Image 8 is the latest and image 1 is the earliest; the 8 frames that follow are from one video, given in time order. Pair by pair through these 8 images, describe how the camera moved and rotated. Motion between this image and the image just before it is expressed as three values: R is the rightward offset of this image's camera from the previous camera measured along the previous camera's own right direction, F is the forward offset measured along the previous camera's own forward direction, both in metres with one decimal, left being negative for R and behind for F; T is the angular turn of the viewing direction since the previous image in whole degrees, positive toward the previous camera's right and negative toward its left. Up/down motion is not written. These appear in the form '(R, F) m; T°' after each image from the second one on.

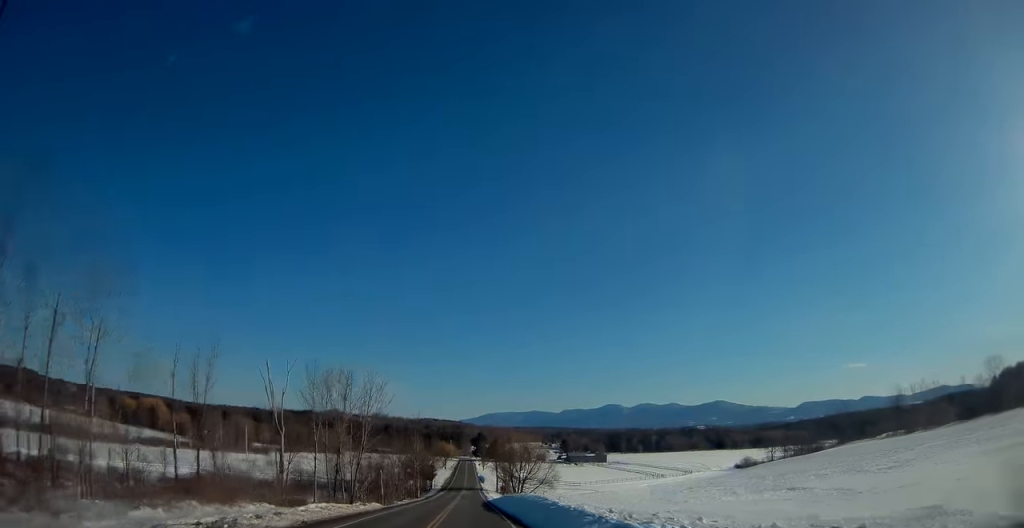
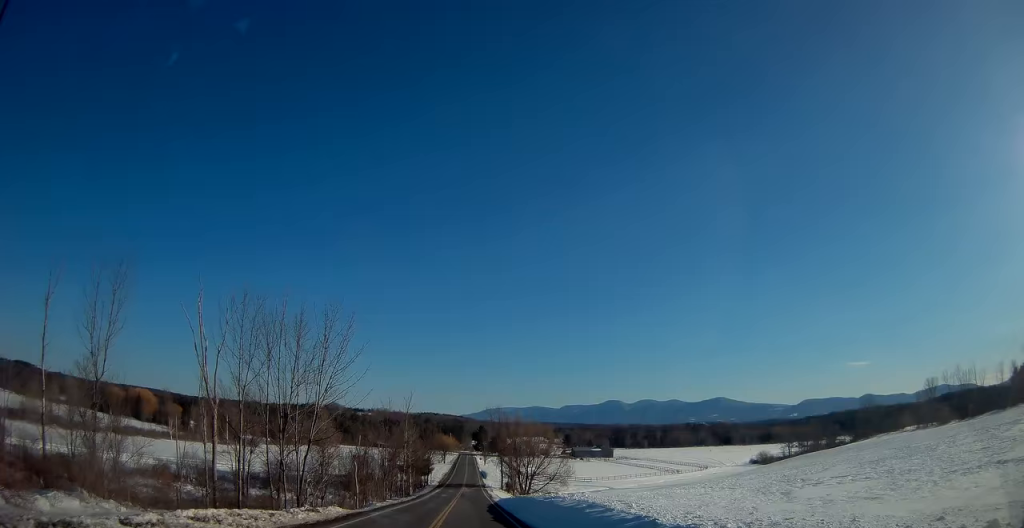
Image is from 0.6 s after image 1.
(-0.1, +14.5) m; 0°
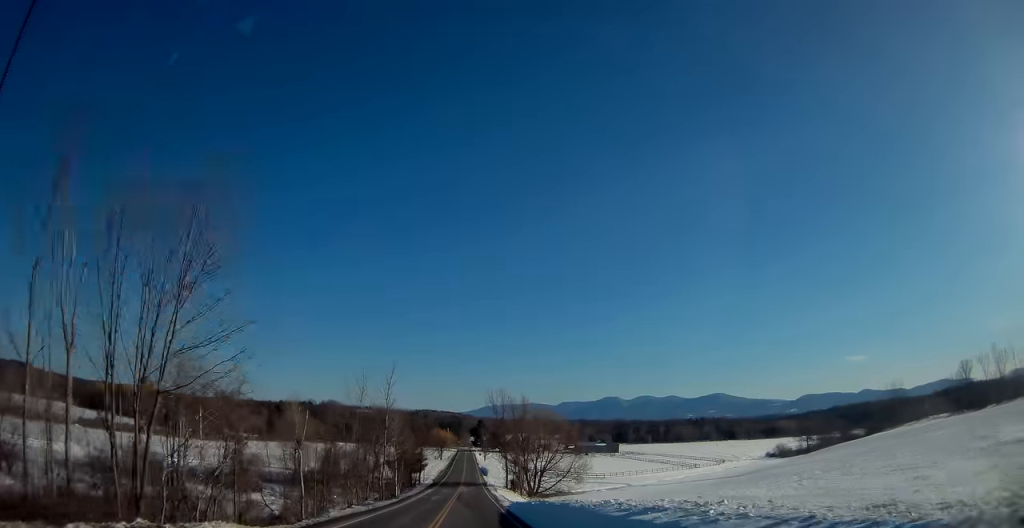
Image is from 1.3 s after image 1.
(0.0, +15.3) m; 0°
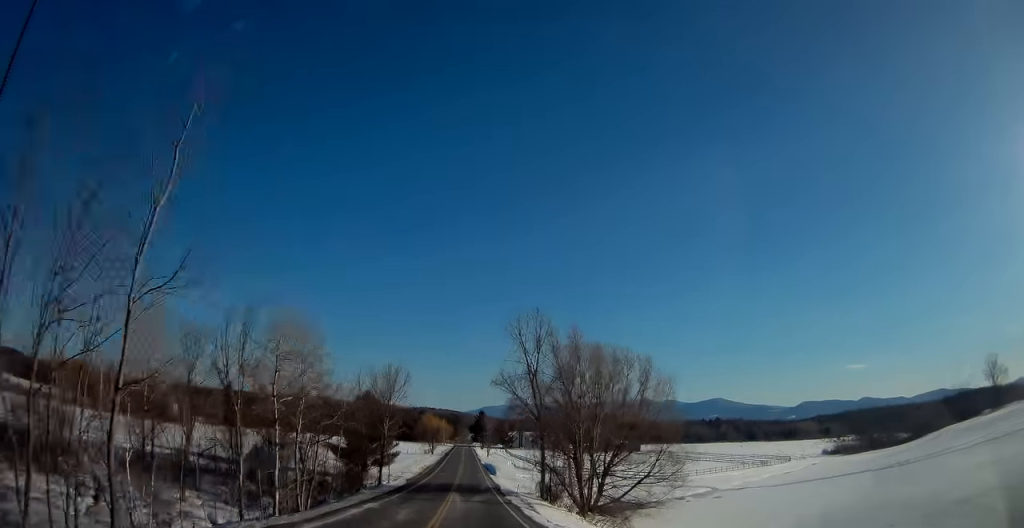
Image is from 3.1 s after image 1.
(+0.1, +42.4) m; 0°
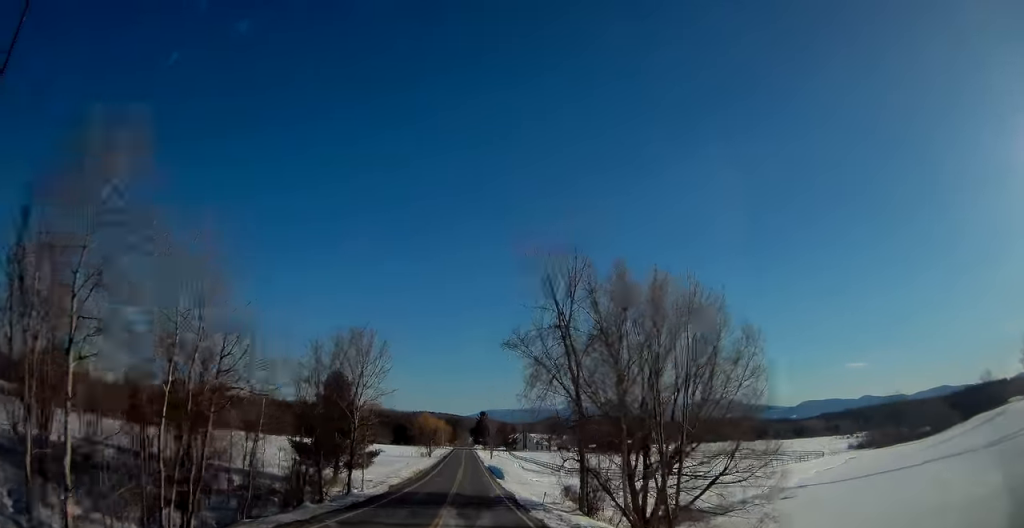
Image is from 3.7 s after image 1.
(0.0, +14.9) m; 0°
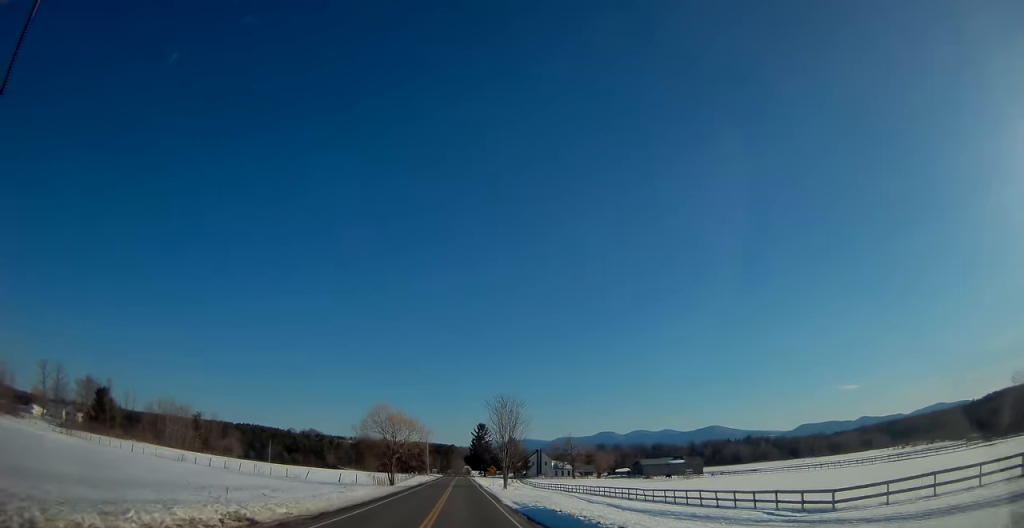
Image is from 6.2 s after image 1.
(+0.2, +64.8) m; 0°
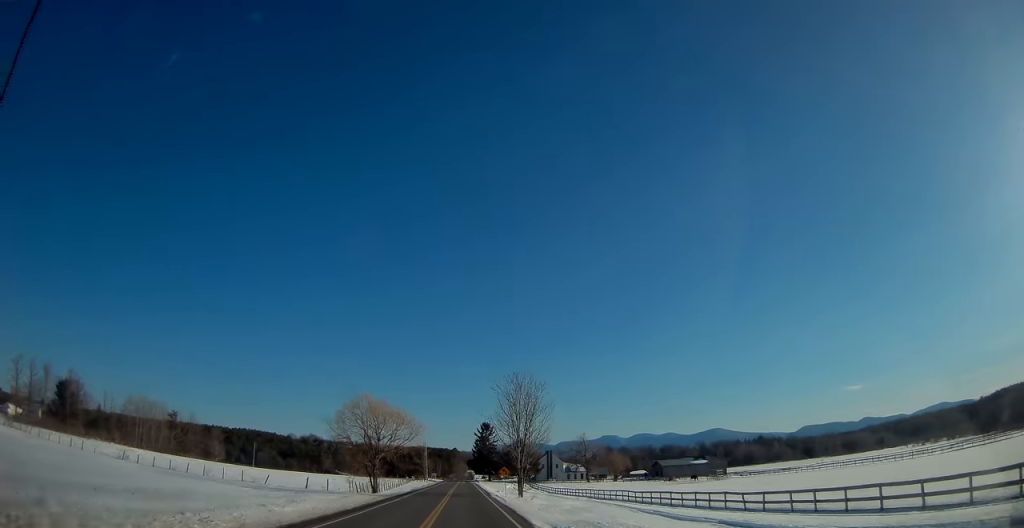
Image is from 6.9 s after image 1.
(0.0, +17.2) m; 0°
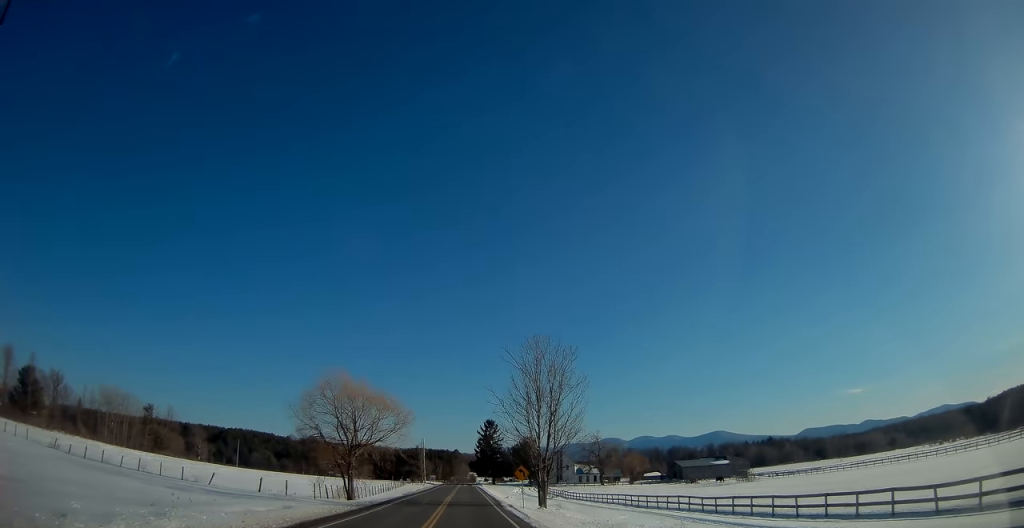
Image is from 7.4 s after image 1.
(0.0, +14.6) m; 0°
